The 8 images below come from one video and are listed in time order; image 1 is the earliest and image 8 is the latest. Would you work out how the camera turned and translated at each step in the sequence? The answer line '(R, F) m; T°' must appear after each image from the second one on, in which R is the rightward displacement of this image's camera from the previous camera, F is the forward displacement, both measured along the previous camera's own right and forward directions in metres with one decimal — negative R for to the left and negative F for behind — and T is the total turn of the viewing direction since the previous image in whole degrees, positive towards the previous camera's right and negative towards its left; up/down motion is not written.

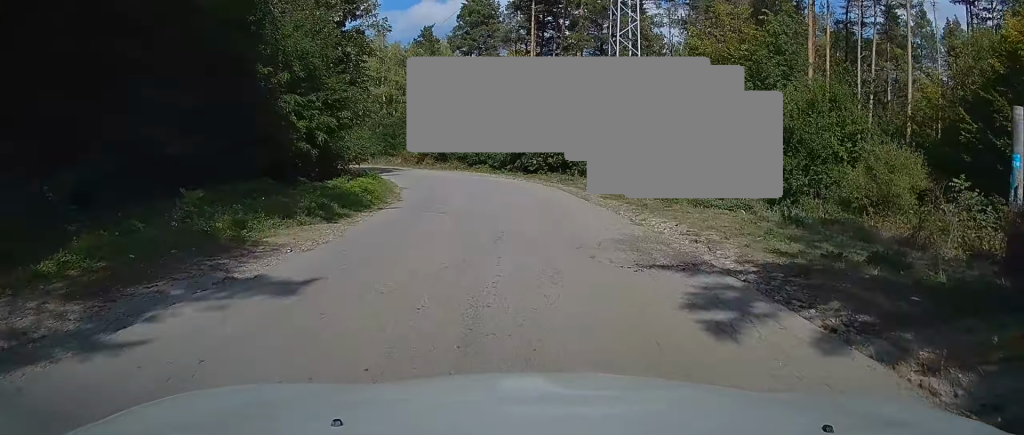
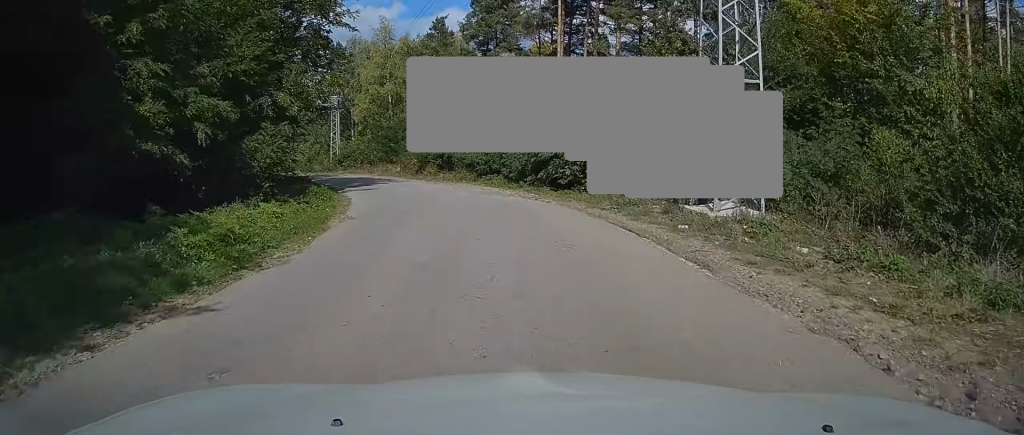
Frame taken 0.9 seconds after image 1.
(-0.4, +10.9) m; -3°
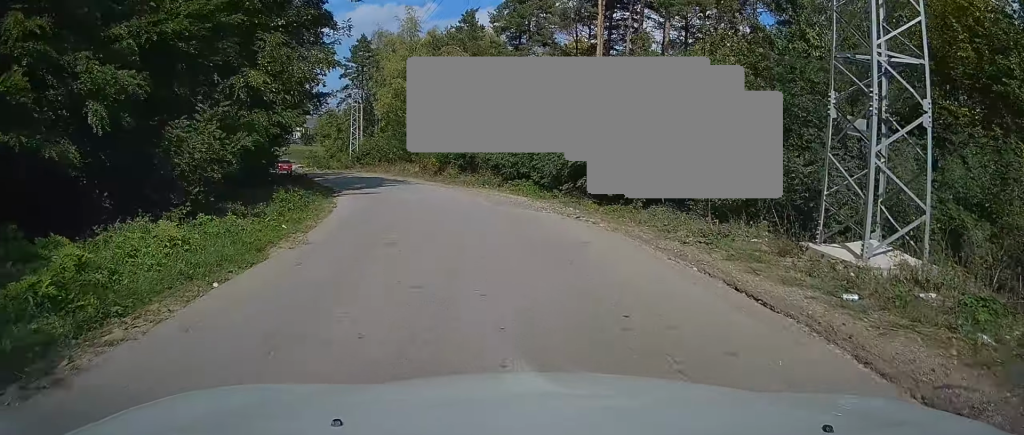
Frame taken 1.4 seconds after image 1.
(0.0, +5.3) m; -2°
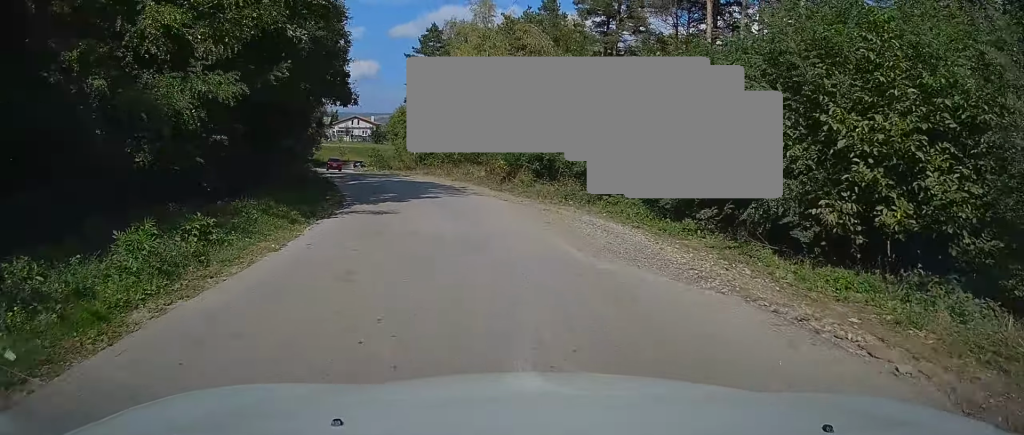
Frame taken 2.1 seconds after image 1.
(-0.3, +8.6) m; -5°
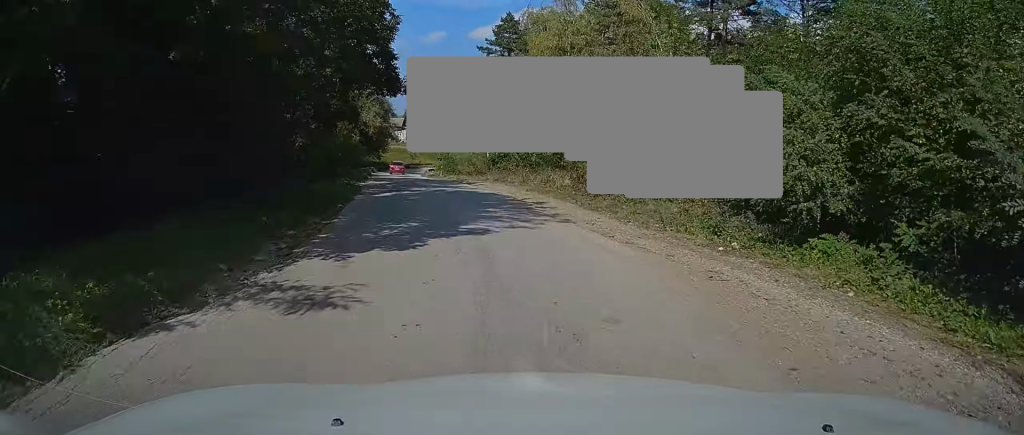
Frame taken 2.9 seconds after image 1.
(-0.4, +8.9) m; -5°
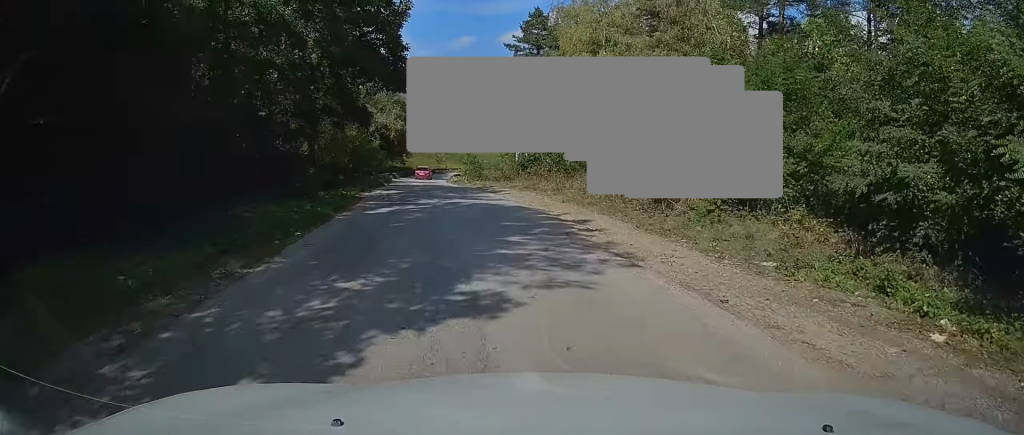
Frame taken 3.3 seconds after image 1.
(-0.1, +4.8) m; -3°
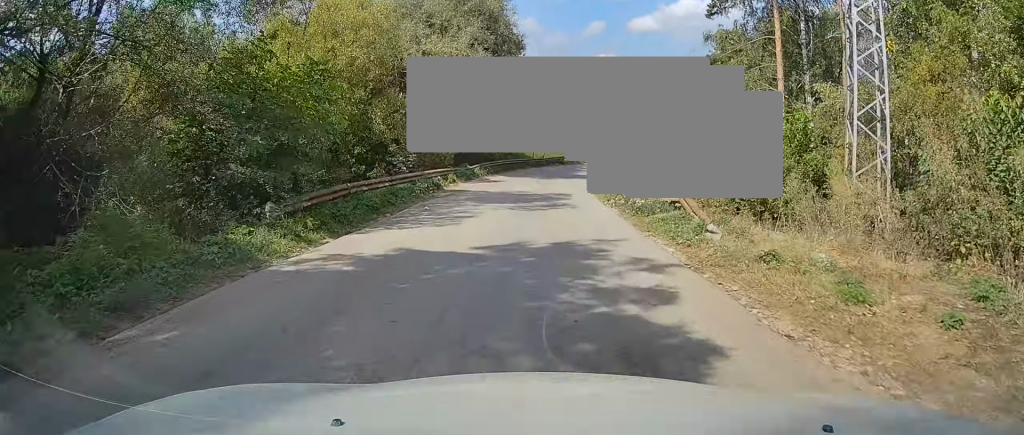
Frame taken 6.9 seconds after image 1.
(-6.2, +40.8) m; -12°
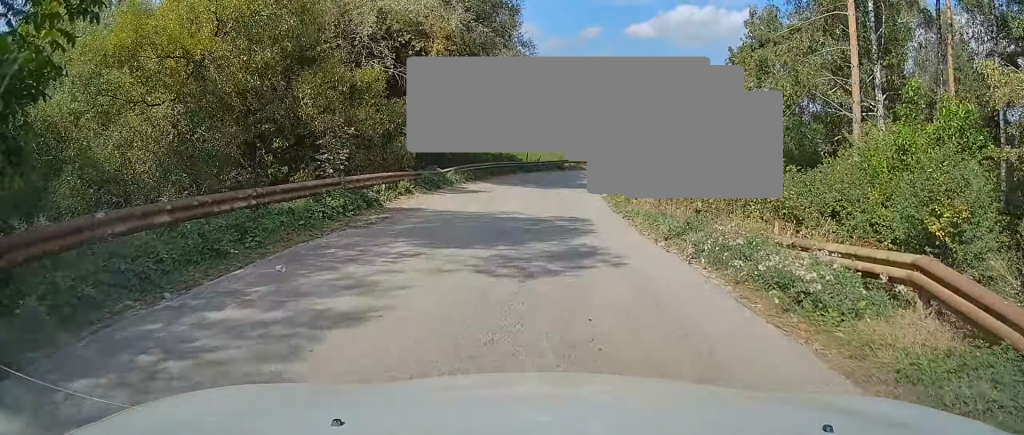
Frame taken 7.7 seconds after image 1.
(-0.1, +9.3) m; 0°
